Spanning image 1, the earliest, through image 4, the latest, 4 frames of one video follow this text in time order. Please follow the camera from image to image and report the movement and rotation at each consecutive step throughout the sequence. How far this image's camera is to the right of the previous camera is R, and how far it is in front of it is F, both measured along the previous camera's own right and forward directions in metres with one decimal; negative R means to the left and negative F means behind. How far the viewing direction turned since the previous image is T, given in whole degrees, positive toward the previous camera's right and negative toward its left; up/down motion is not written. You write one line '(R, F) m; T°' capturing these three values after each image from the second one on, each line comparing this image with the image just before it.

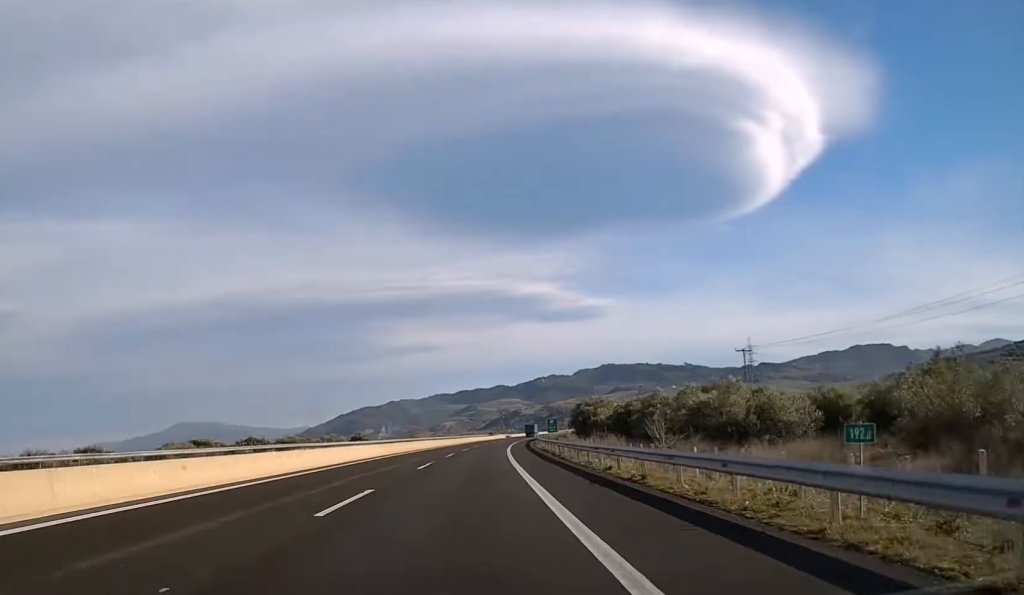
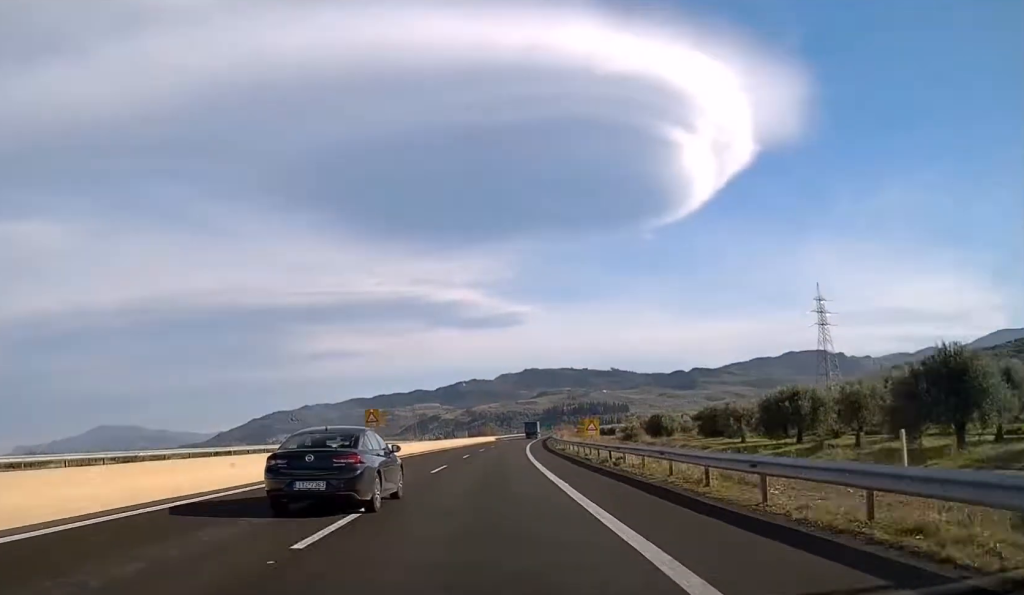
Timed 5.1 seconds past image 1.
(+7.8, +165.8) m; +6°
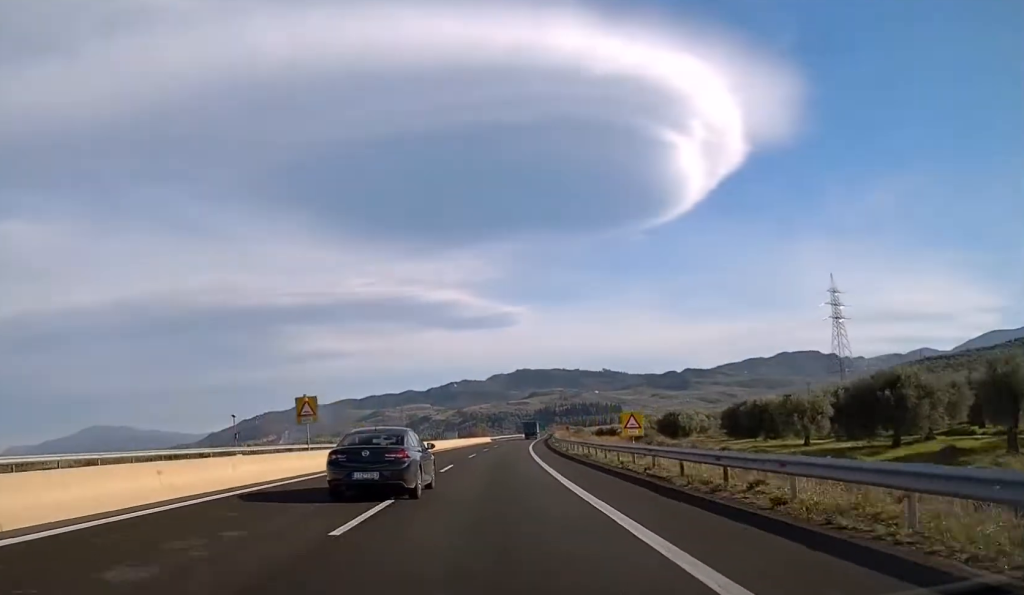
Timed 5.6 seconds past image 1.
(0.0, +16.4) m; +1°
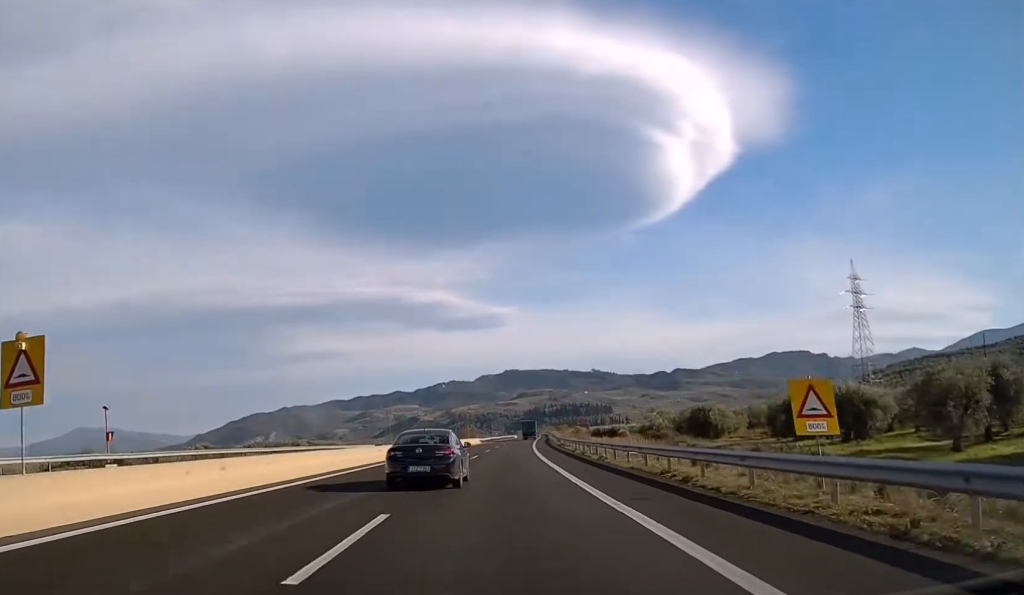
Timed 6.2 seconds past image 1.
(+0.2, +21.9) m; +1°
